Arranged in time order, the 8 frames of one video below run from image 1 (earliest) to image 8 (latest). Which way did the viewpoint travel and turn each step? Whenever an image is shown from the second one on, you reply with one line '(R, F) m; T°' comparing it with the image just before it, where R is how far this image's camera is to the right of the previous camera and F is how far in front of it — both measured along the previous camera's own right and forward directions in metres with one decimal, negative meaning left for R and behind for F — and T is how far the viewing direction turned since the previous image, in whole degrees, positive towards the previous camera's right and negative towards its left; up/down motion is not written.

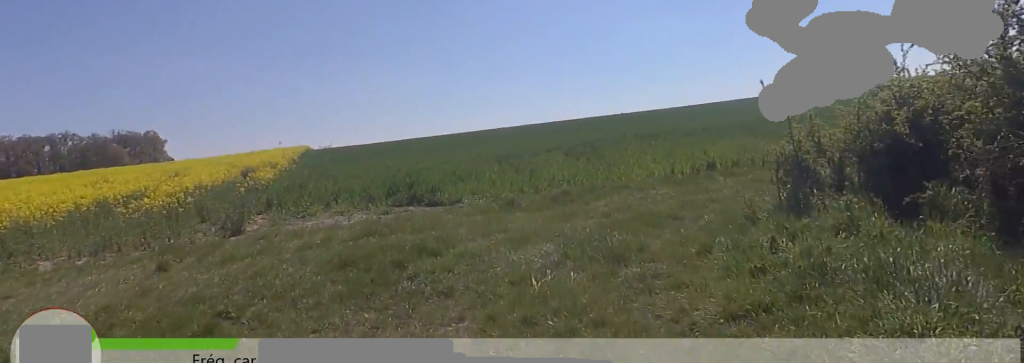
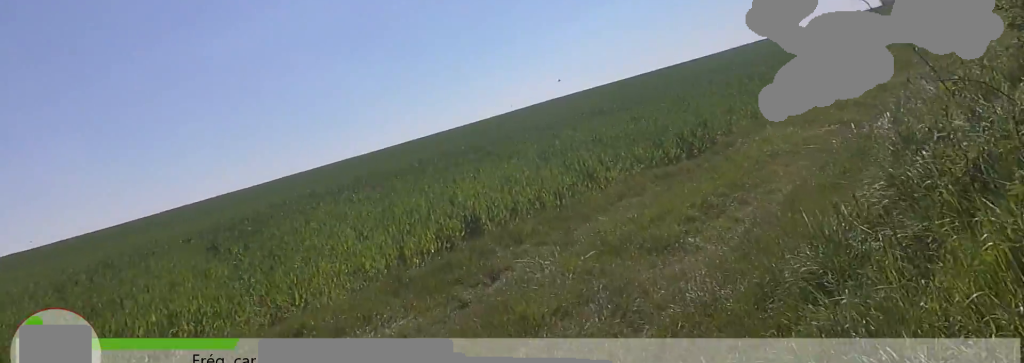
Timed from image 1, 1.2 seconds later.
(+0.6, +5.8) m; +27°
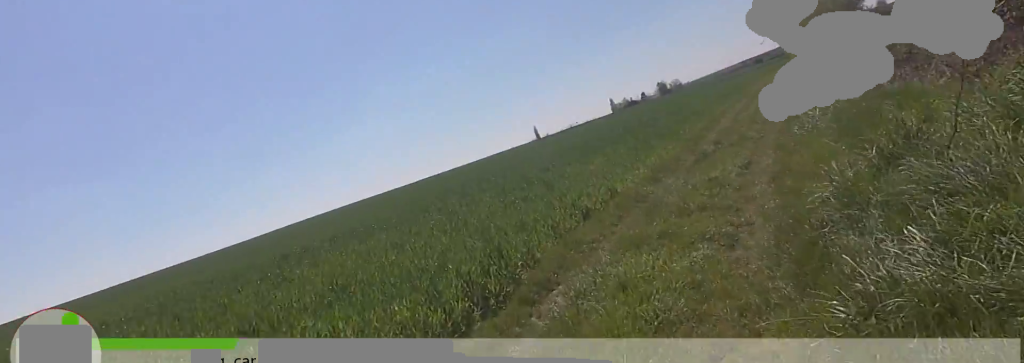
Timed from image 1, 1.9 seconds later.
(+0.5, +3.1) m; +20°
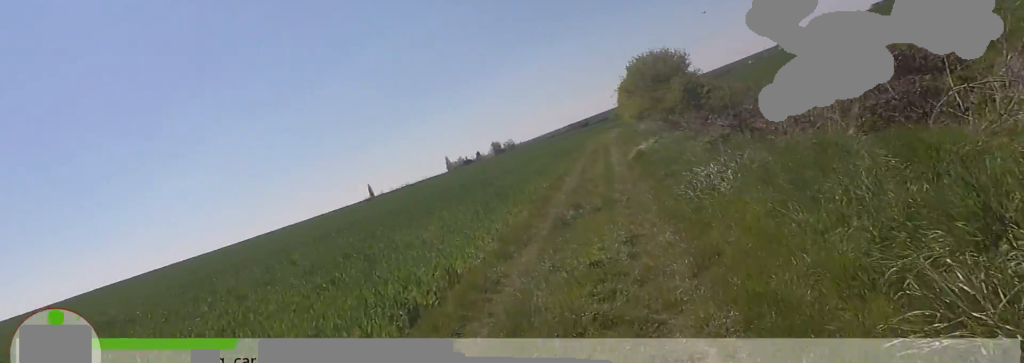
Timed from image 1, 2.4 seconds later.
(+0.6, +2.4) m; +10°
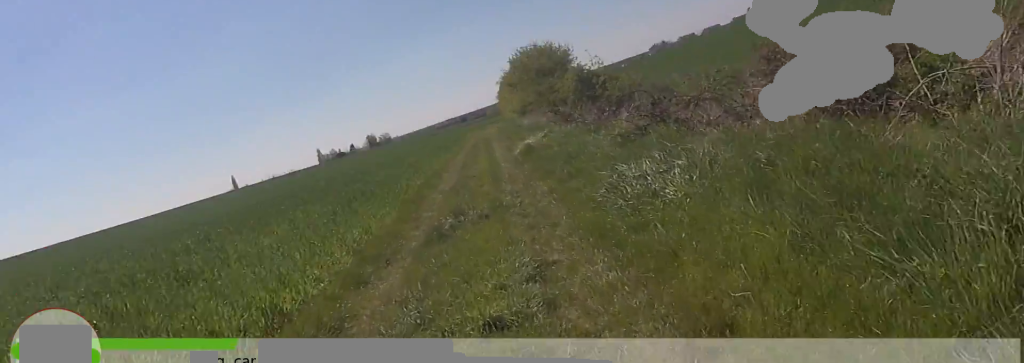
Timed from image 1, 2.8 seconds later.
(+0.2, +2.1) m; +5°
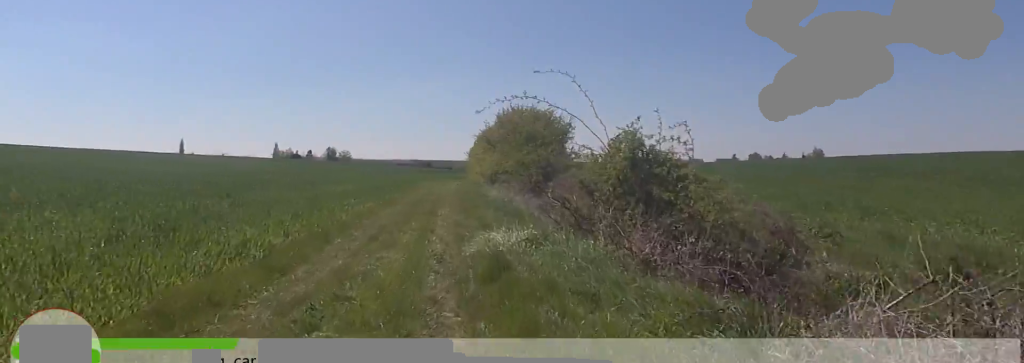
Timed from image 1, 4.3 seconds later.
(+0.1, +7.1) m; -5°
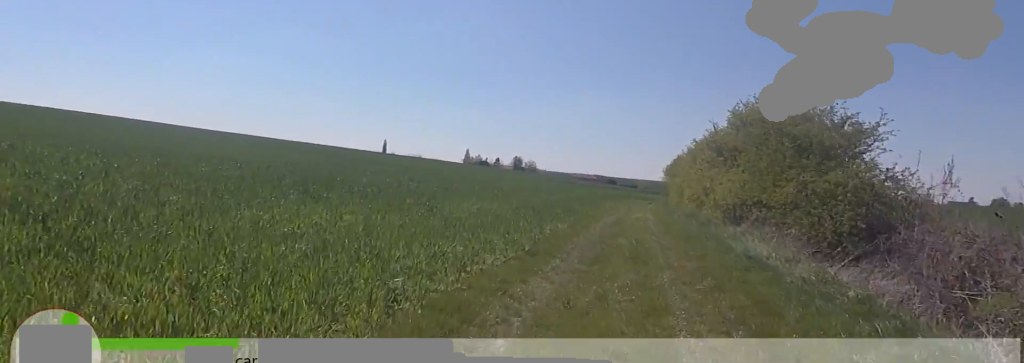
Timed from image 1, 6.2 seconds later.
(-1.4, +9.9) m; -8°
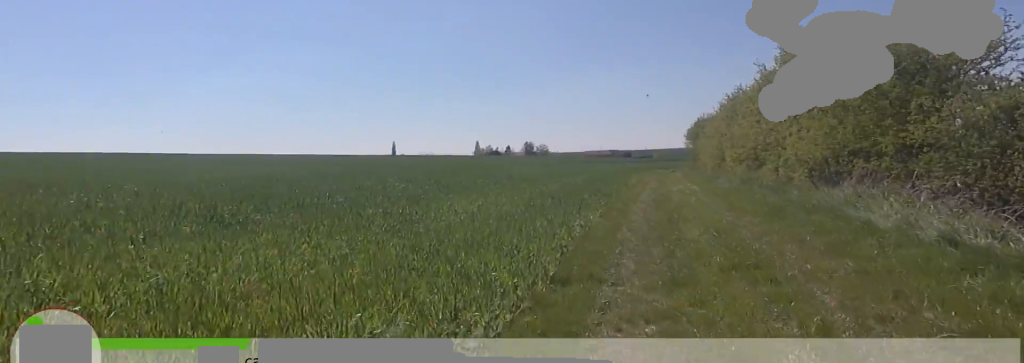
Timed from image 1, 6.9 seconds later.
(+0.1, +3.8) m; +2°
